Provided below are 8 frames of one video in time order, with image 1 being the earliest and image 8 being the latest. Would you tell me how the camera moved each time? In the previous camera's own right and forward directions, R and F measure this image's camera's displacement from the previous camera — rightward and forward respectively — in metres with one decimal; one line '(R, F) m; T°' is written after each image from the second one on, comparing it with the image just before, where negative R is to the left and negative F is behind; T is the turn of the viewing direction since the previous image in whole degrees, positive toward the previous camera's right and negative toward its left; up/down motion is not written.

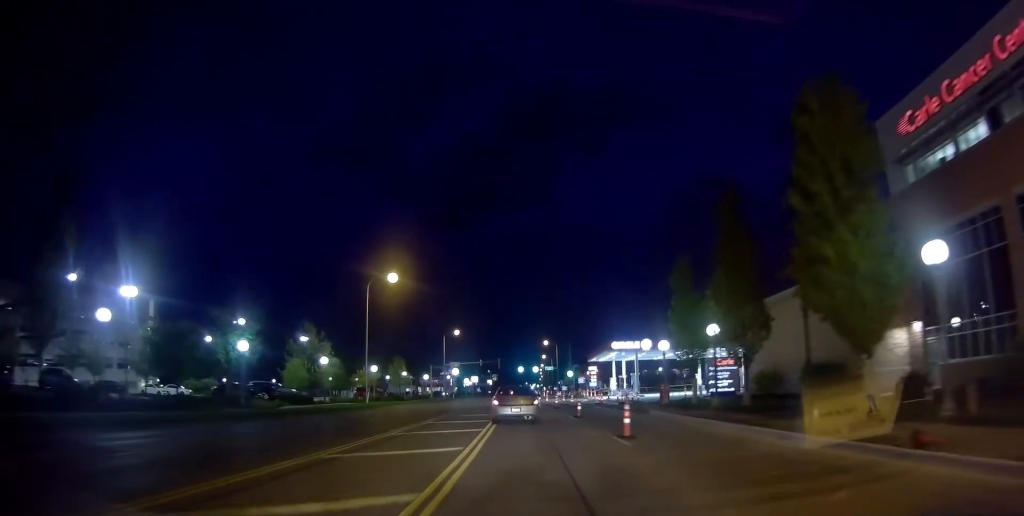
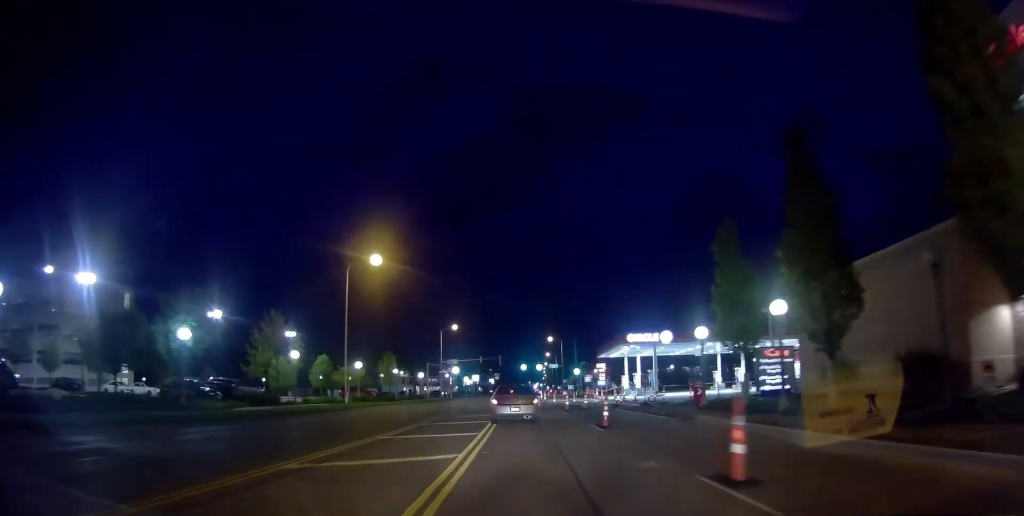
(0.0, +8.1) m; 0°
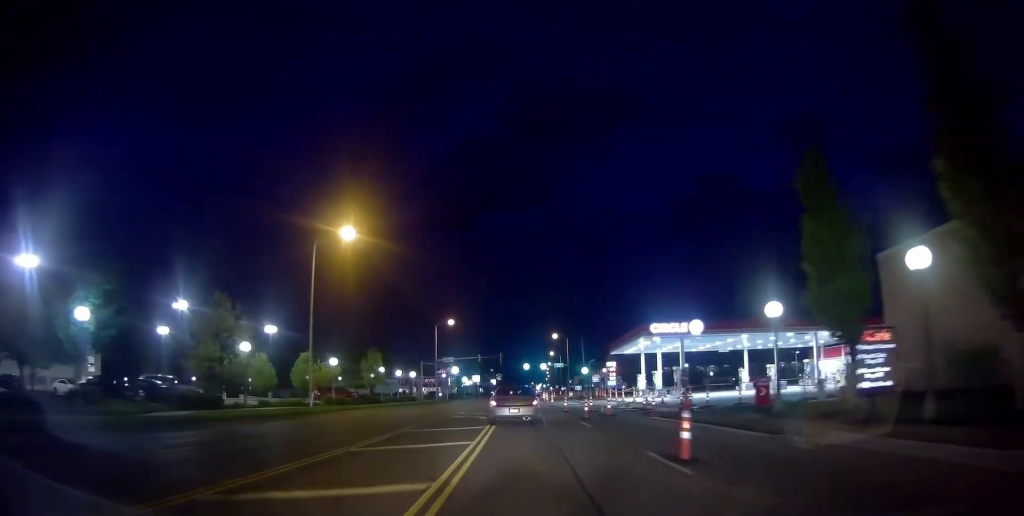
(0.0, +8.9) m; 0°
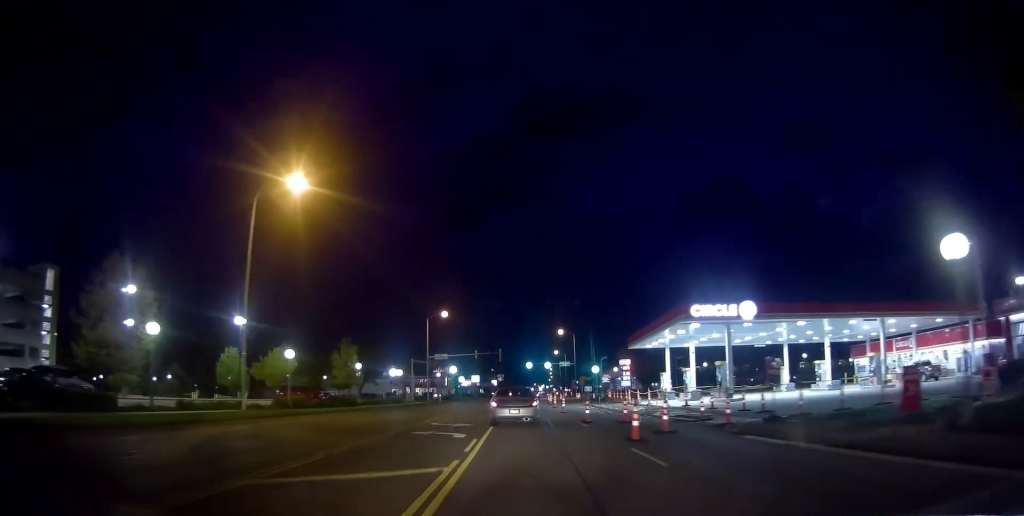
(0.0, +11.0) m; +1°
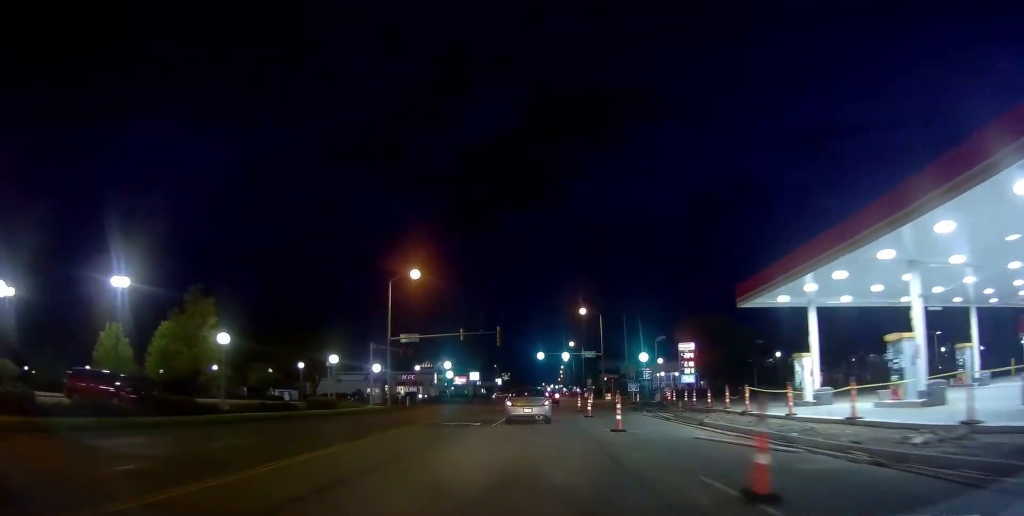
(+1.6, +28.9) m; +4°
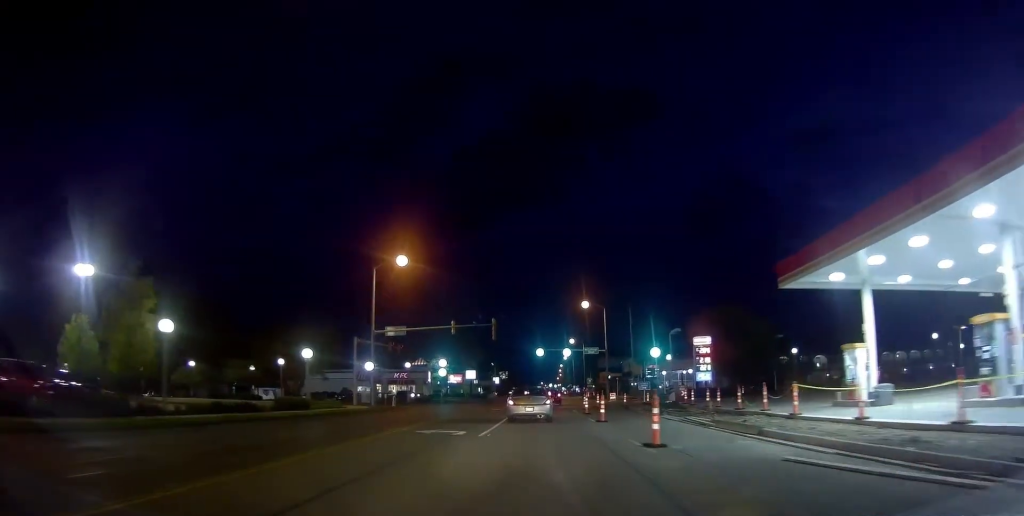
(0.0, +5.2) m; 0°
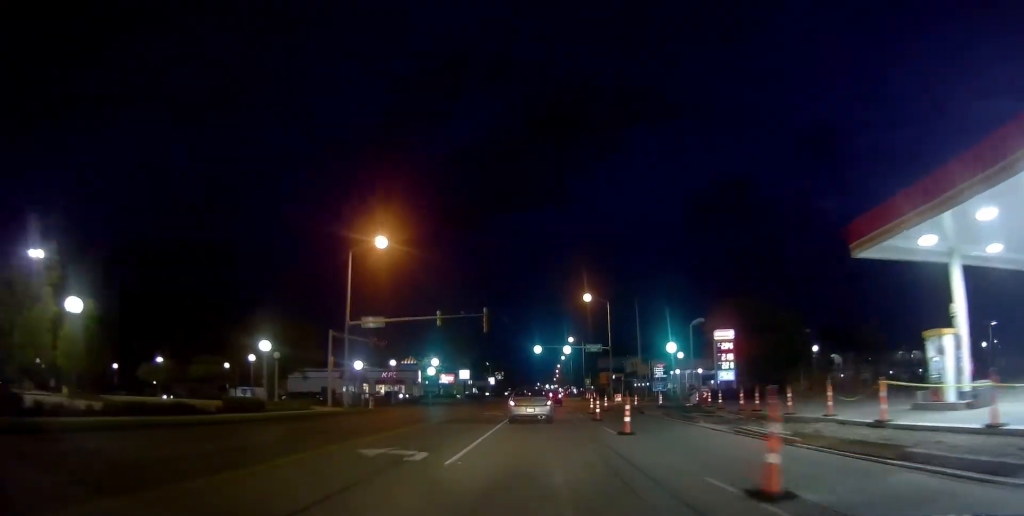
(0.0, +6.7) m; 0°
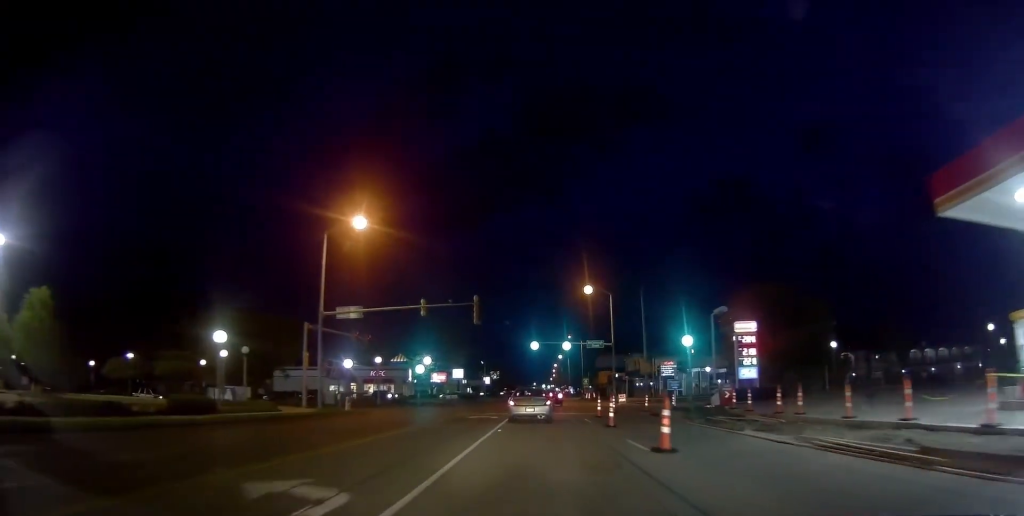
(0.0, +5.3) m; 0°
